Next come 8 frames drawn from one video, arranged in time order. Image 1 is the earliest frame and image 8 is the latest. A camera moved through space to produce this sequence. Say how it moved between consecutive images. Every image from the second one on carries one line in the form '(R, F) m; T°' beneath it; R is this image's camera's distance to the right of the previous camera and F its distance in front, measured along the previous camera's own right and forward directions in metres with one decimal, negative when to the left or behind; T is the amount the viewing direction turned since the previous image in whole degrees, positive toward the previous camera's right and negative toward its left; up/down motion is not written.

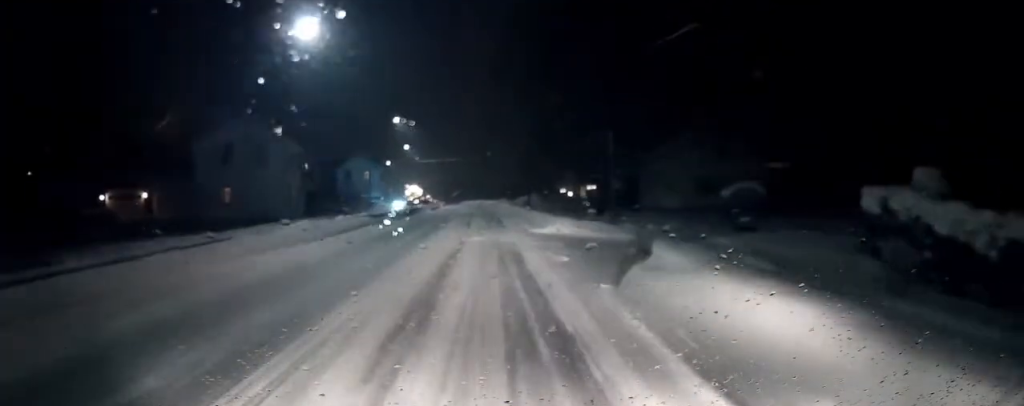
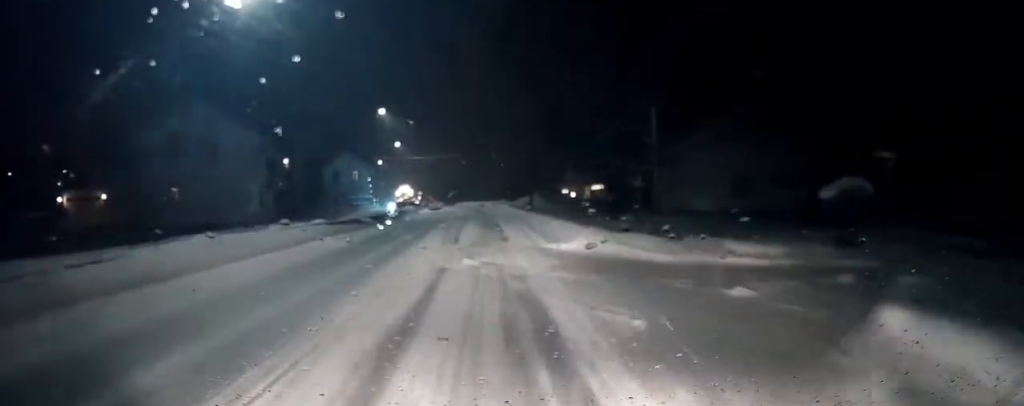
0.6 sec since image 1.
(-0.1, +7.0) m; -1°
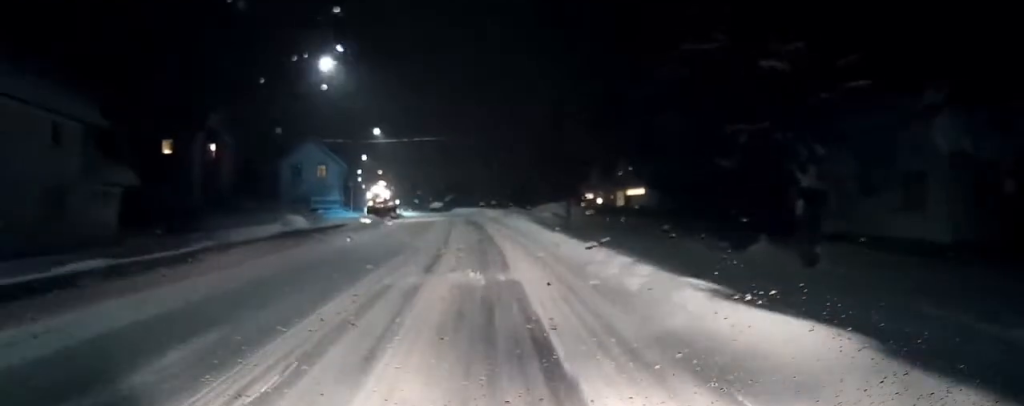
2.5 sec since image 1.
(+0.2, +21.4) m; +1°
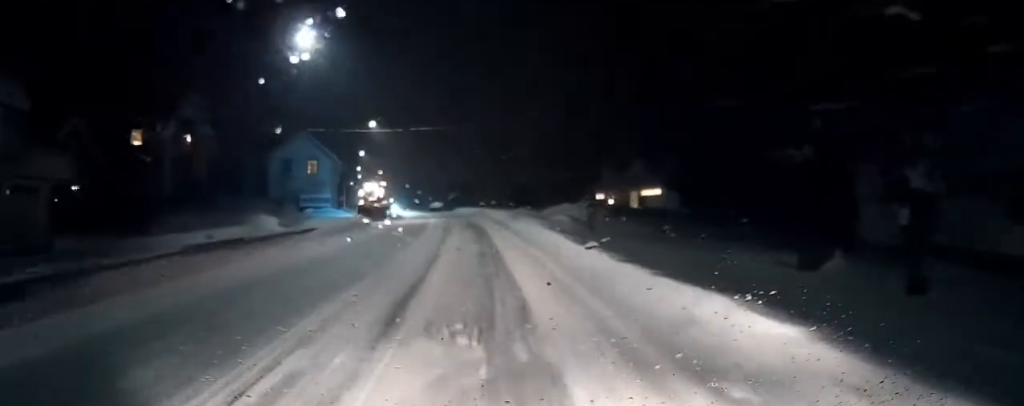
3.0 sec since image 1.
(0.0, +5.3) m; 0°
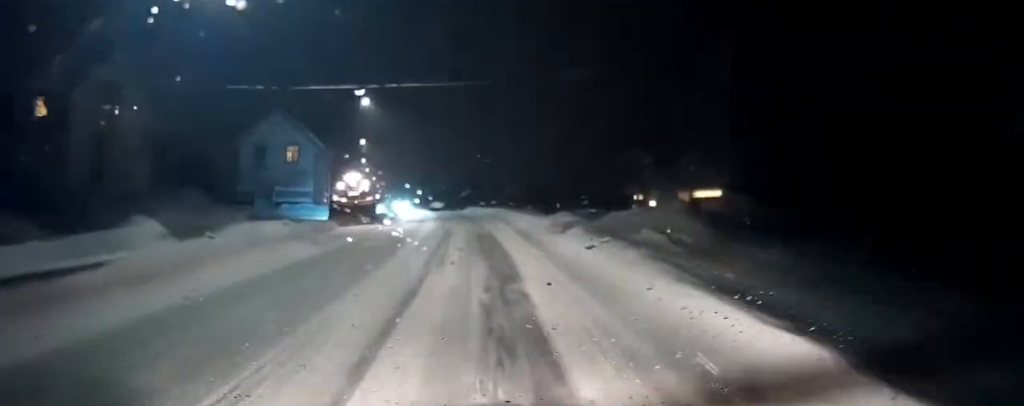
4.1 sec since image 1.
(-0.1, +12.8) m; -1°
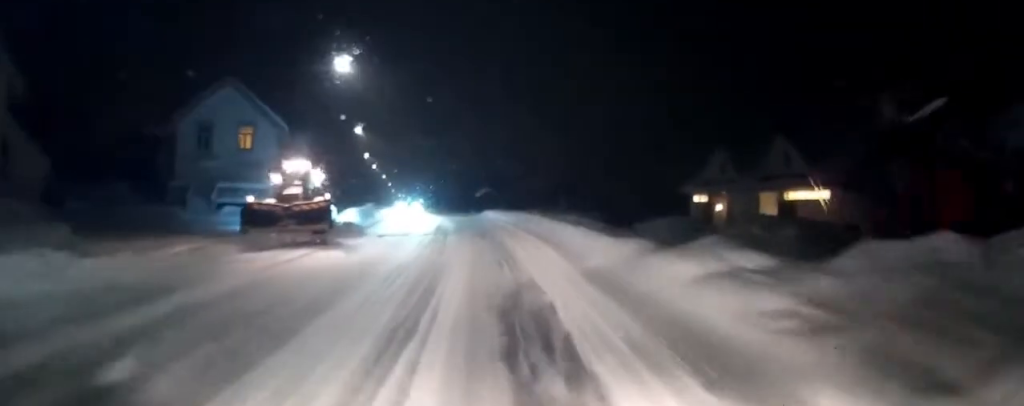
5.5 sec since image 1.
(-0.2, +15.1) m; -2°
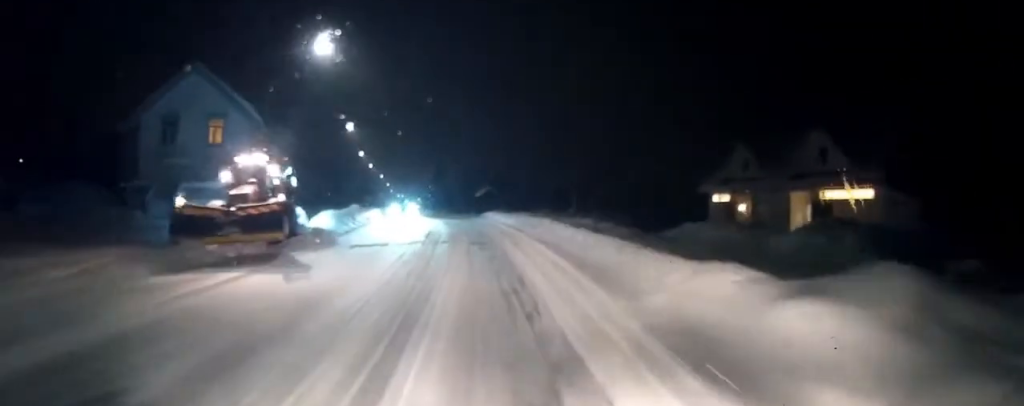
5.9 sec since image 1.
(0.0, +4.9) m; -1°
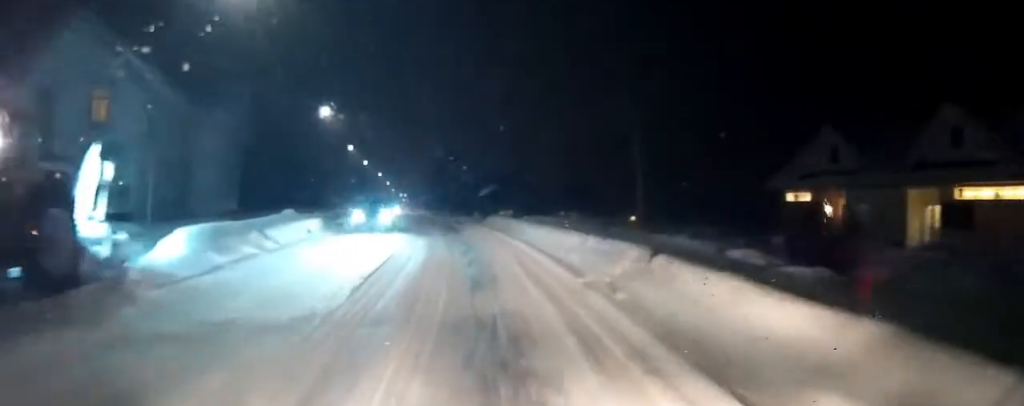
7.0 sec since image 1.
(-0.3, +12.6) m; -1°
